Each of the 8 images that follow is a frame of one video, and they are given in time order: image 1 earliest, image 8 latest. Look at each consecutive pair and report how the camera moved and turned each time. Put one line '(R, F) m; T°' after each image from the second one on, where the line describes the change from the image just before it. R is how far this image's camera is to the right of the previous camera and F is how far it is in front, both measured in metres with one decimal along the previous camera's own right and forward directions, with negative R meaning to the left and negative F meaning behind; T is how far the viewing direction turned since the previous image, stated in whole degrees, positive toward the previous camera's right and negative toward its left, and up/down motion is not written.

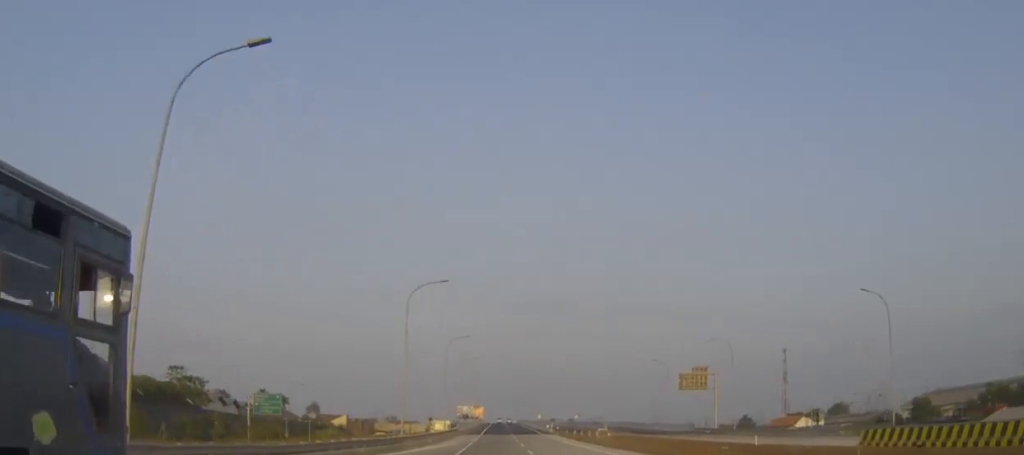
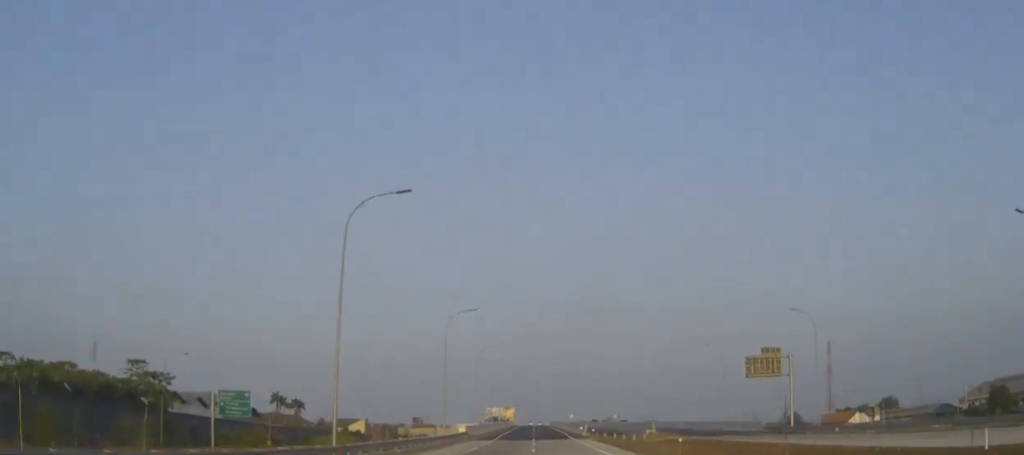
(-0.5, +21.0) m; -3°
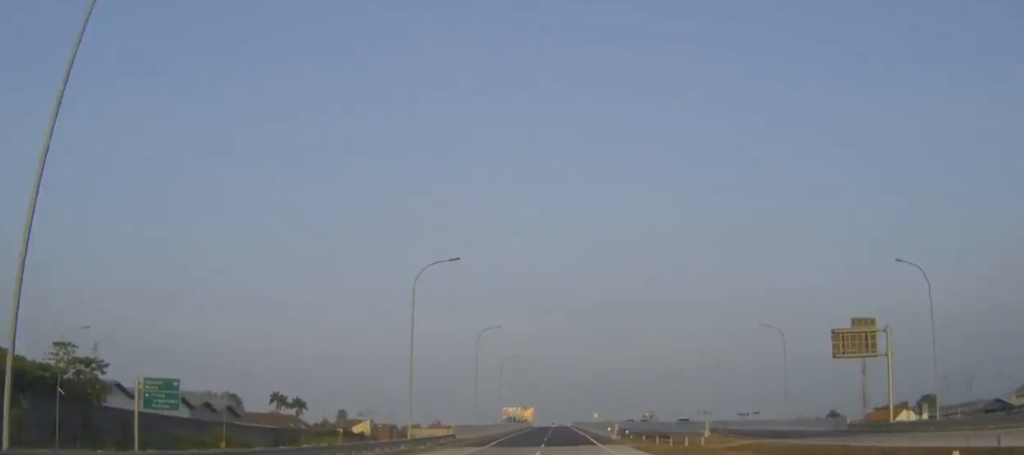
(-0.4, +21.5) m; -2°
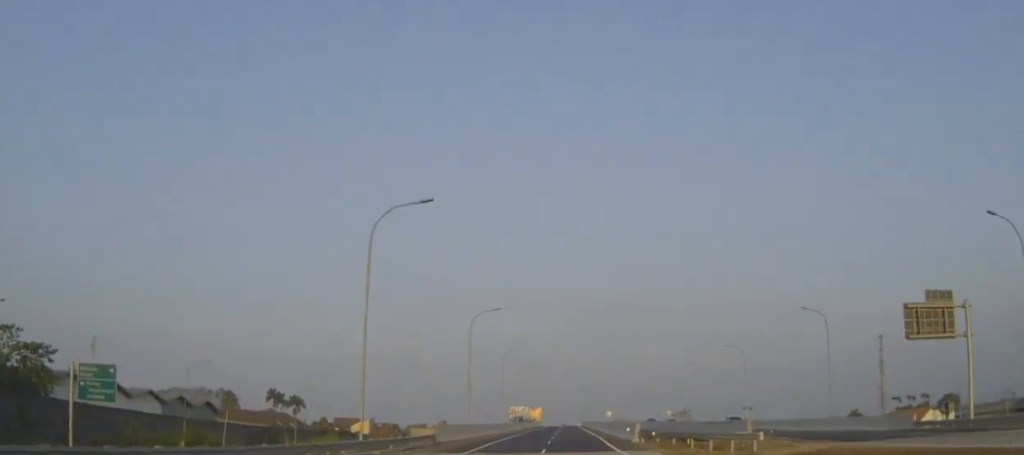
(-0.1, +12.2) m; -1°
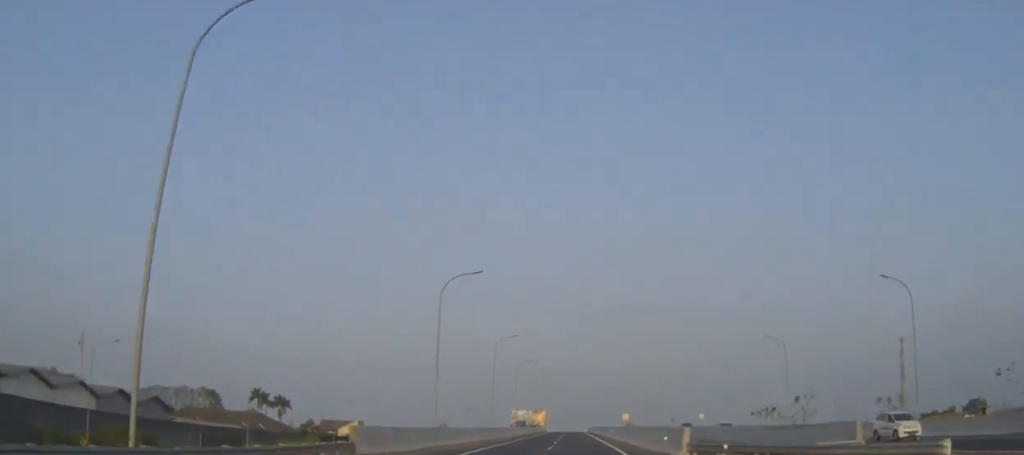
(-0.2, +19.3) m; -1°
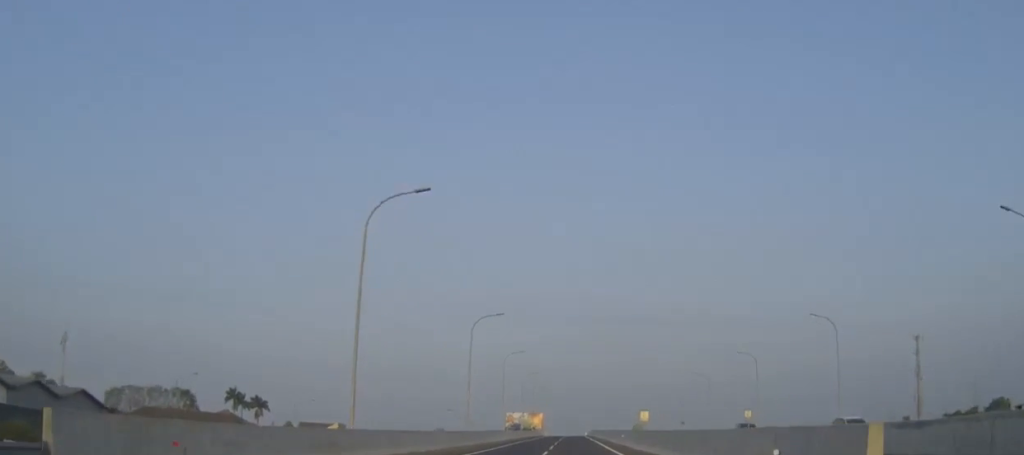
(-0.1, +19.4) m; 0°
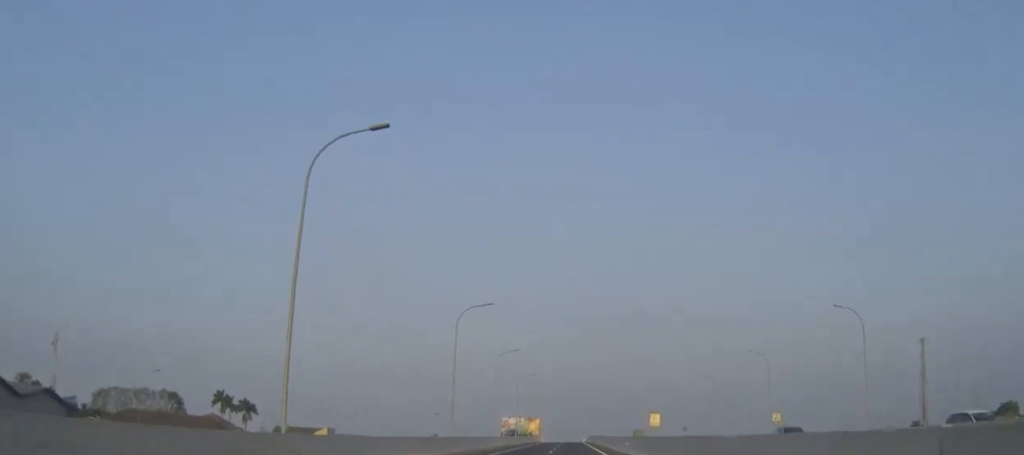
(0.0, +7.7) m; 0°
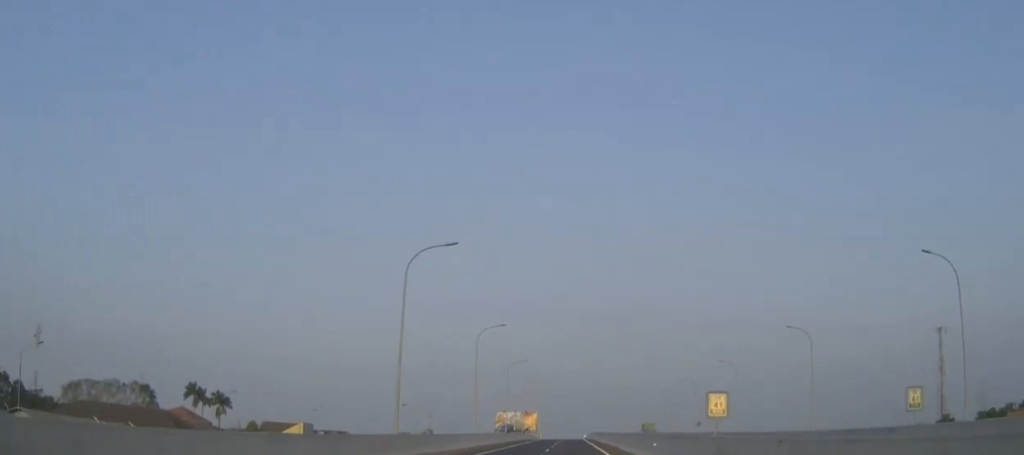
(0.0, +18.5) m; 0°
